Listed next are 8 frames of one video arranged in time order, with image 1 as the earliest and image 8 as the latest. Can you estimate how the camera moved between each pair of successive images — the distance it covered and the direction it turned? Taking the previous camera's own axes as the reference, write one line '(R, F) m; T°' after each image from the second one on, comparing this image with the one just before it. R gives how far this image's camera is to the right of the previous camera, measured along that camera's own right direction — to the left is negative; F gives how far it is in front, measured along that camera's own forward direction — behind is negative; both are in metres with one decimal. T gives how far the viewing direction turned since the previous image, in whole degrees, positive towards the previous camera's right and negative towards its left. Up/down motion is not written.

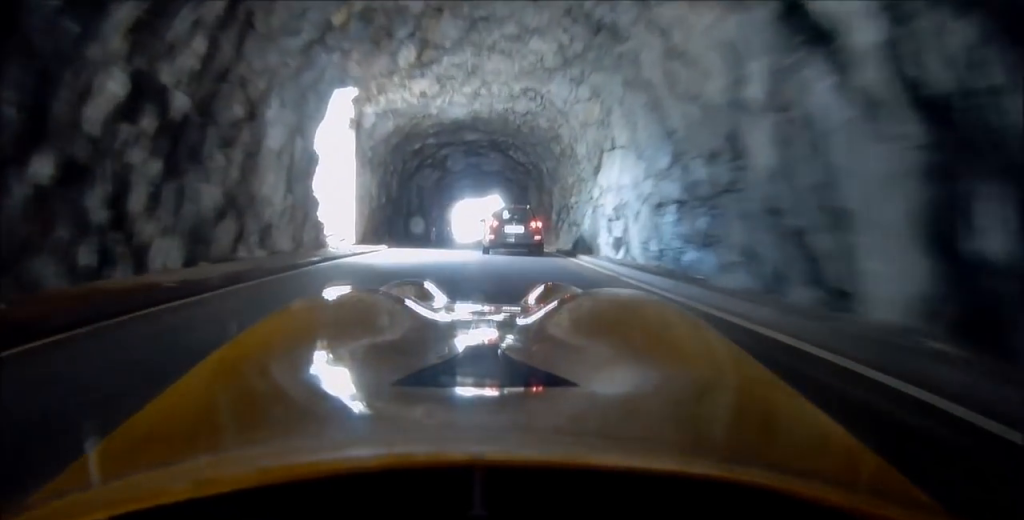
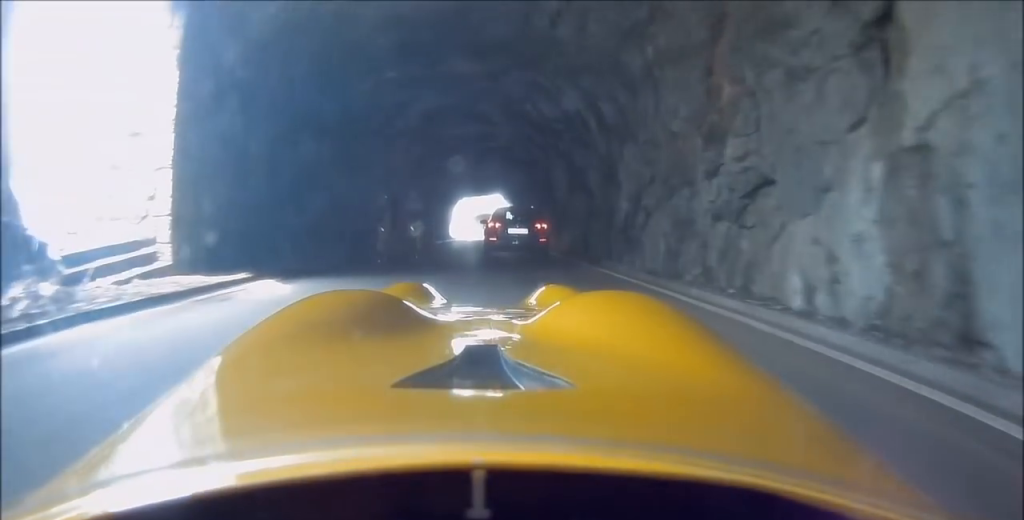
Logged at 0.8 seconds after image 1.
(-0.1, +12.5) m; 0°
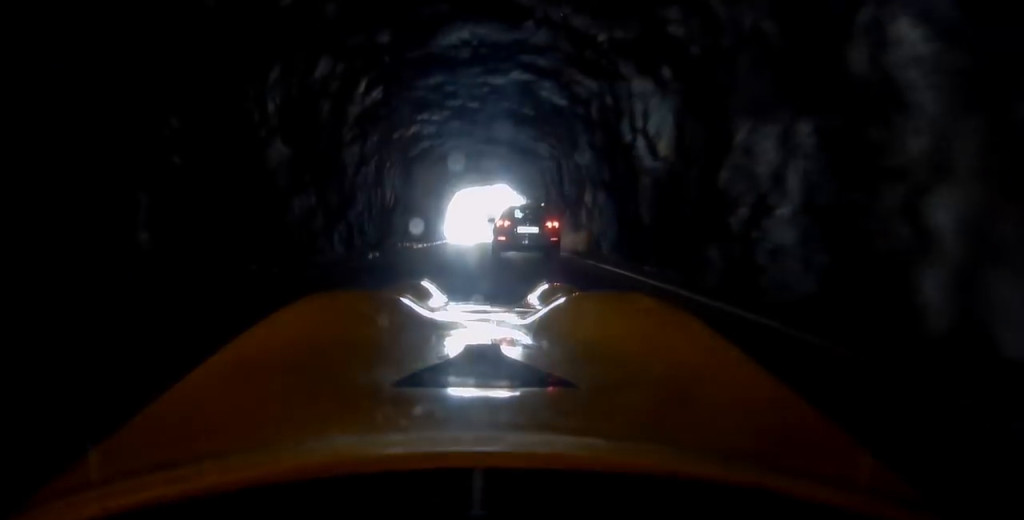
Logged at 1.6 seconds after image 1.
(0.0, +13.7) m; 0°
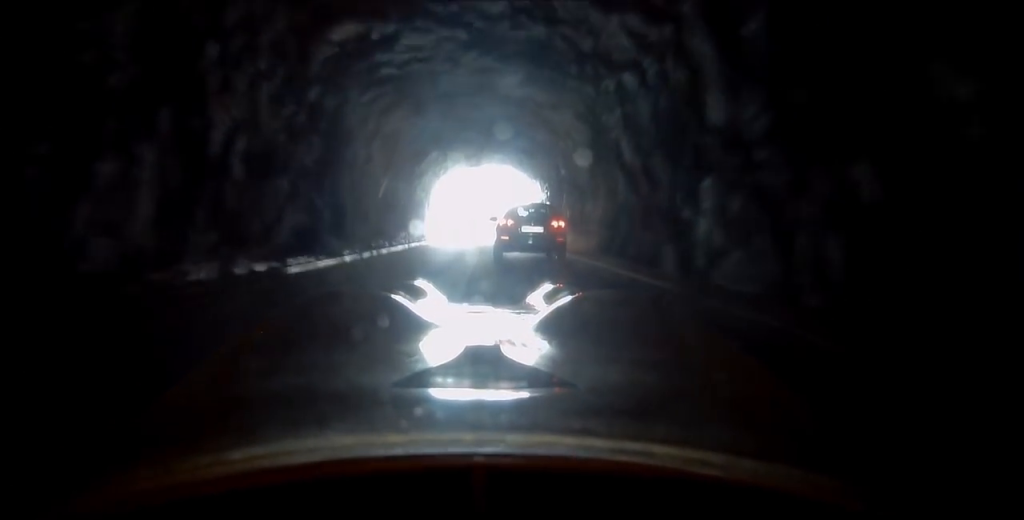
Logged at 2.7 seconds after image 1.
(-0.1, +17.4) m; 0°
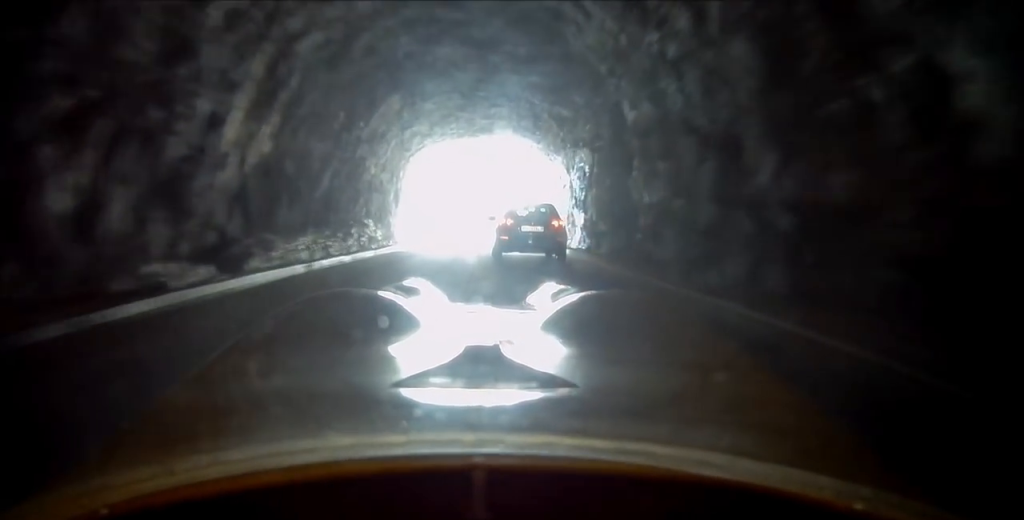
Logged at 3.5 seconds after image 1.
(+0.1, +14.0) m; 0°
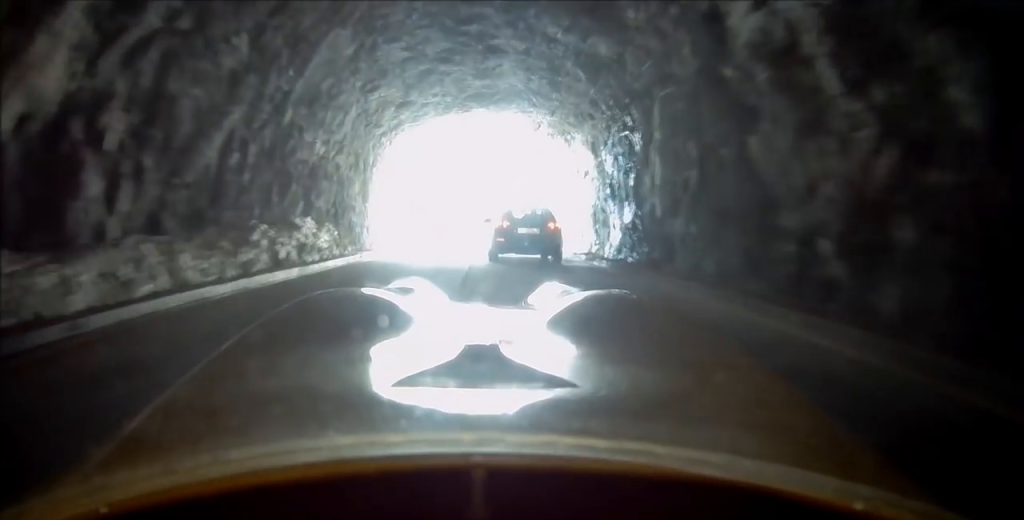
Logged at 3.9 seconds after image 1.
(+0.2, +7.0) m; 0°
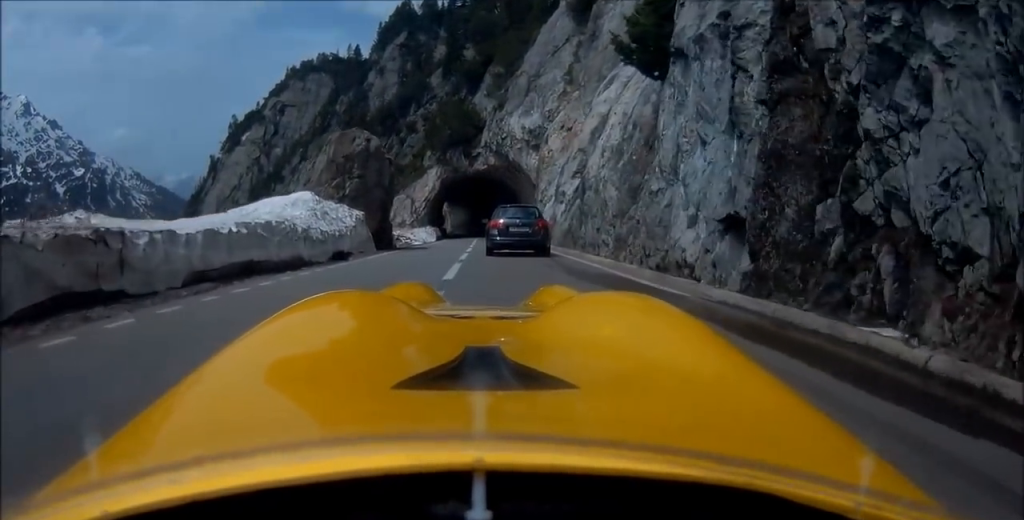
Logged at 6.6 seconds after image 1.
(+0.2, +44.1) m; -1°
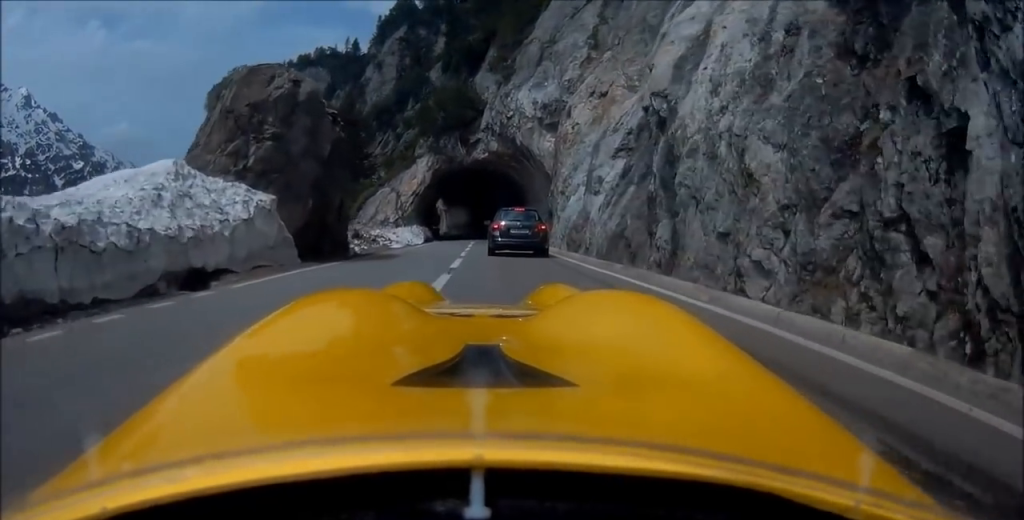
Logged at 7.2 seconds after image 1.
(-0.2, +8.8) m; -1°
